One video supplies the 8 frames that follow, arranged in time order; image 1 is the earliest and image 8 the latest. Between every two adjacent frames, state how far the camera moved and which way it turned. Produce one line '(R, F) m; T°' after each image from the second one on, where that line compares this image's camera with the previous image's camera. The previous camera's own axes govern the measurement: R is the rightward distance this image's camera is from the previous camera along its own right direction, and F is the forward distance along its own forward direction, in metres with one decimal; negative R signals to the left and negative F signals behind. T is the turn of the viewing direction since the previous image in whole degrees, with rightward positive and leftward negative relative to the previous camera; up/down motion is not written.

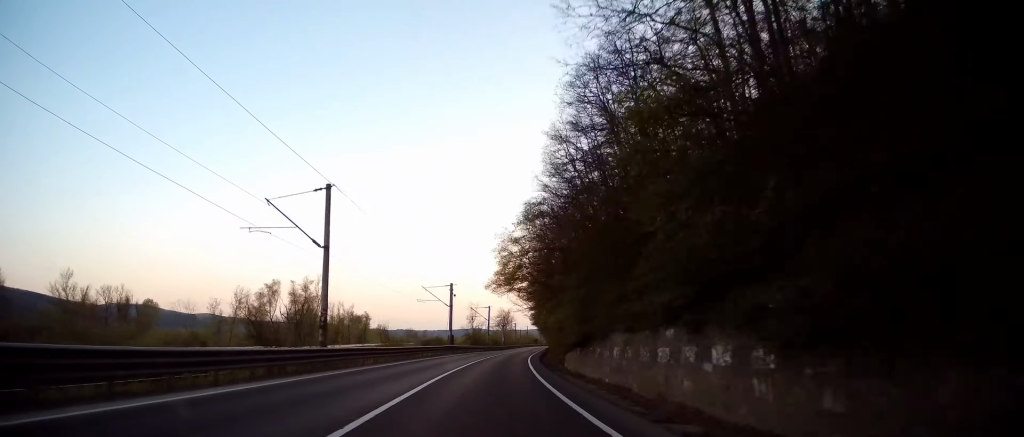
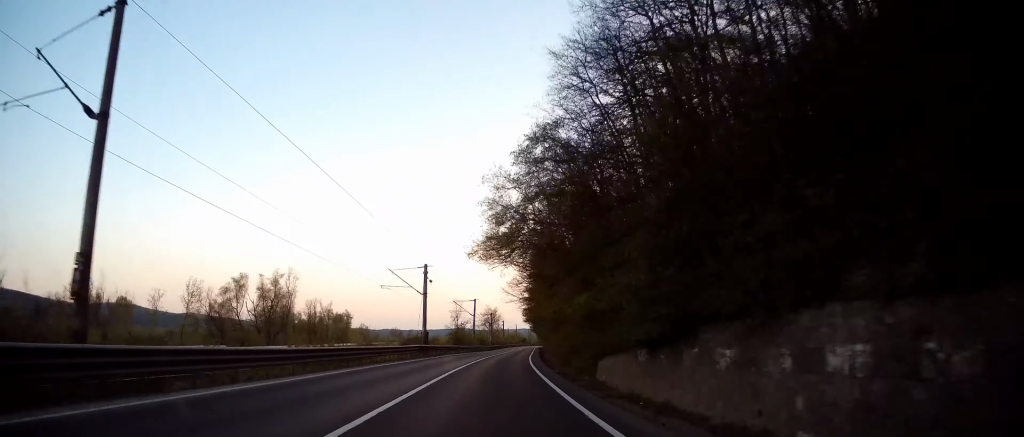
(-0.2, +14.9) m; +2°
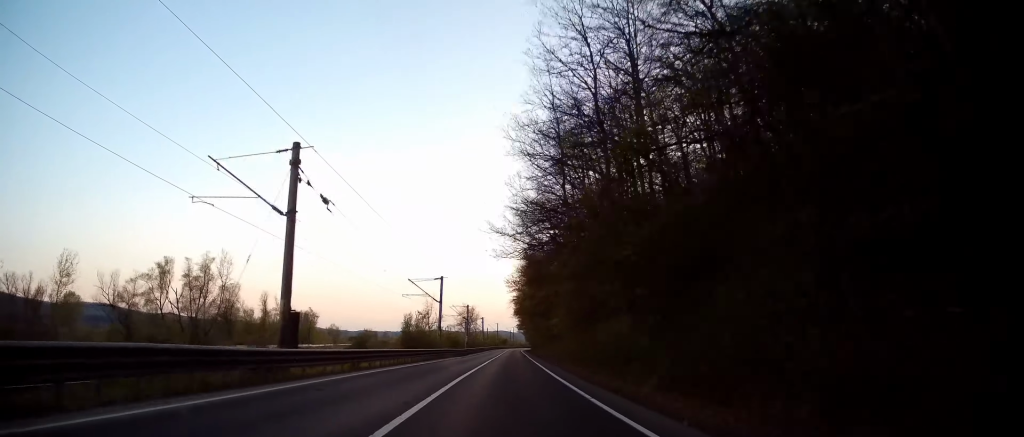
(+1.5, +30.7) m; +3°
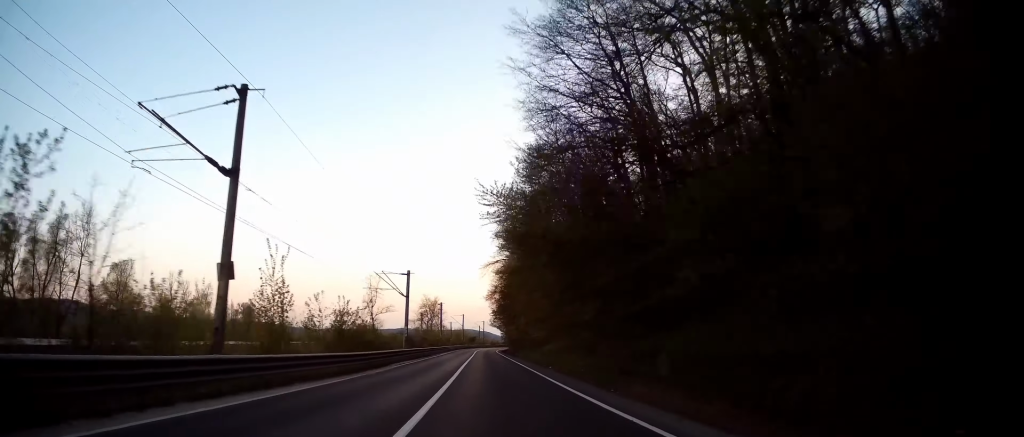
(+0.8, +42.8) m; +4°
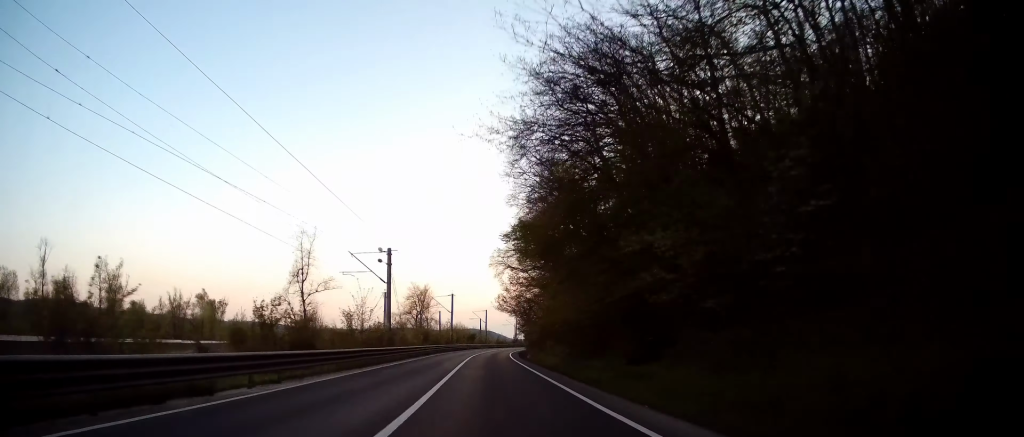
(+1.5, +51.6) m; +1°
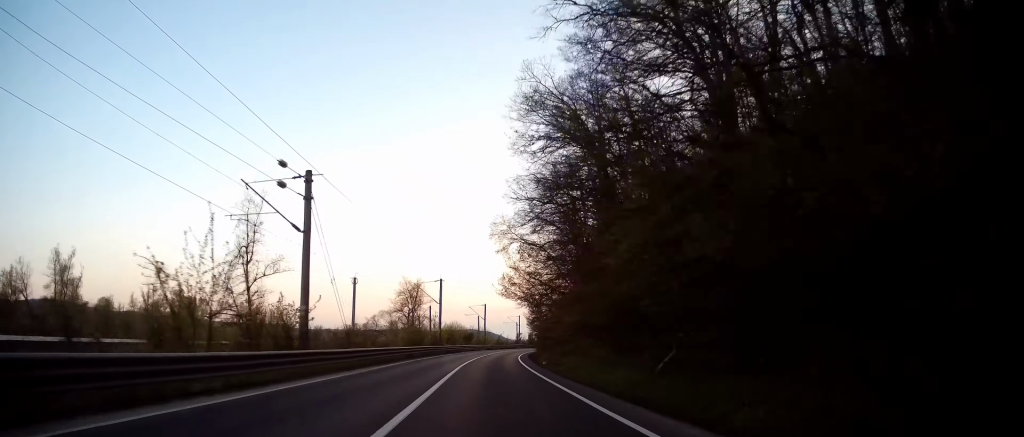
(-0.4, +19.1) m; 0°
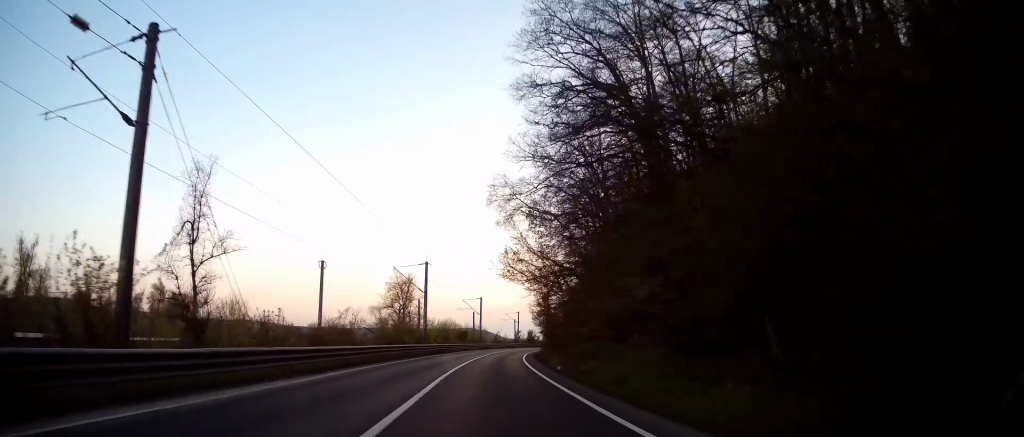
(+0.2, +11.7) m; 0°
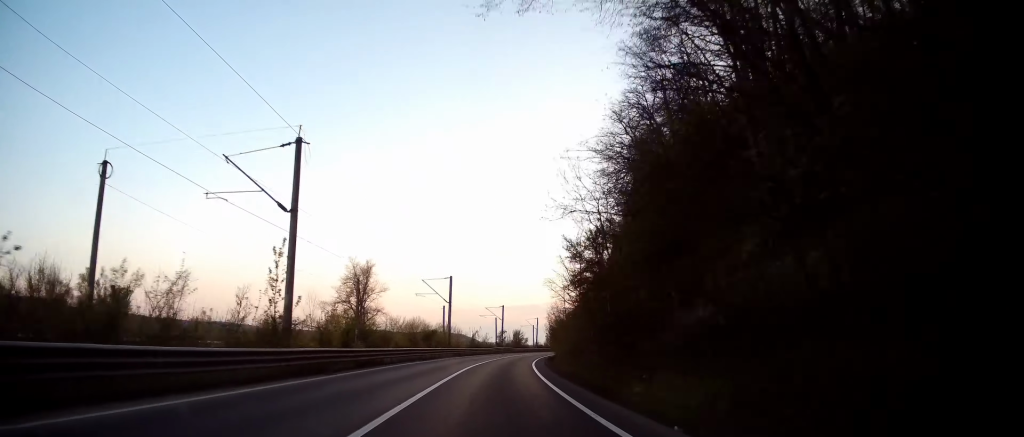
(+0.3, +31.6) m; +1°
